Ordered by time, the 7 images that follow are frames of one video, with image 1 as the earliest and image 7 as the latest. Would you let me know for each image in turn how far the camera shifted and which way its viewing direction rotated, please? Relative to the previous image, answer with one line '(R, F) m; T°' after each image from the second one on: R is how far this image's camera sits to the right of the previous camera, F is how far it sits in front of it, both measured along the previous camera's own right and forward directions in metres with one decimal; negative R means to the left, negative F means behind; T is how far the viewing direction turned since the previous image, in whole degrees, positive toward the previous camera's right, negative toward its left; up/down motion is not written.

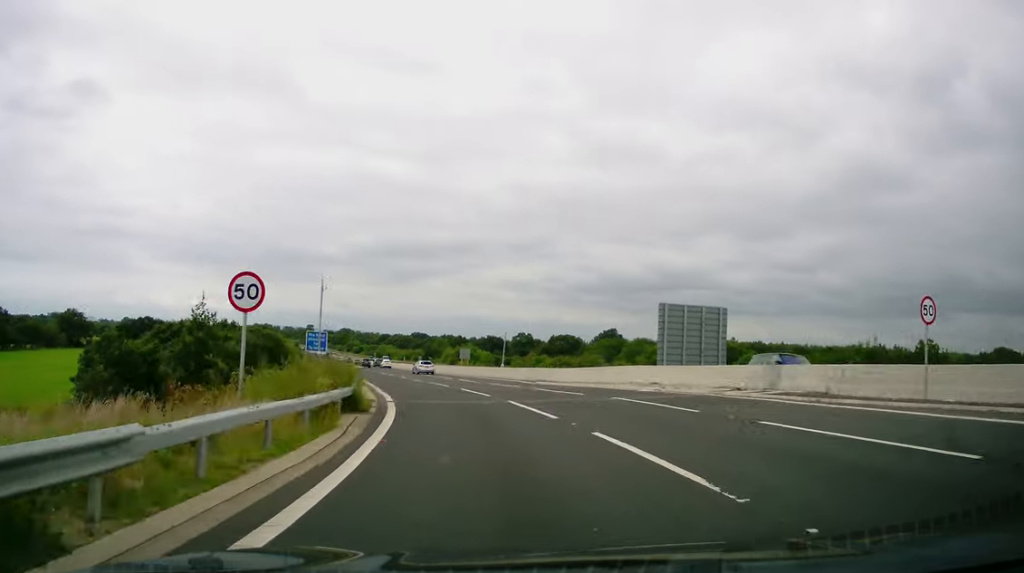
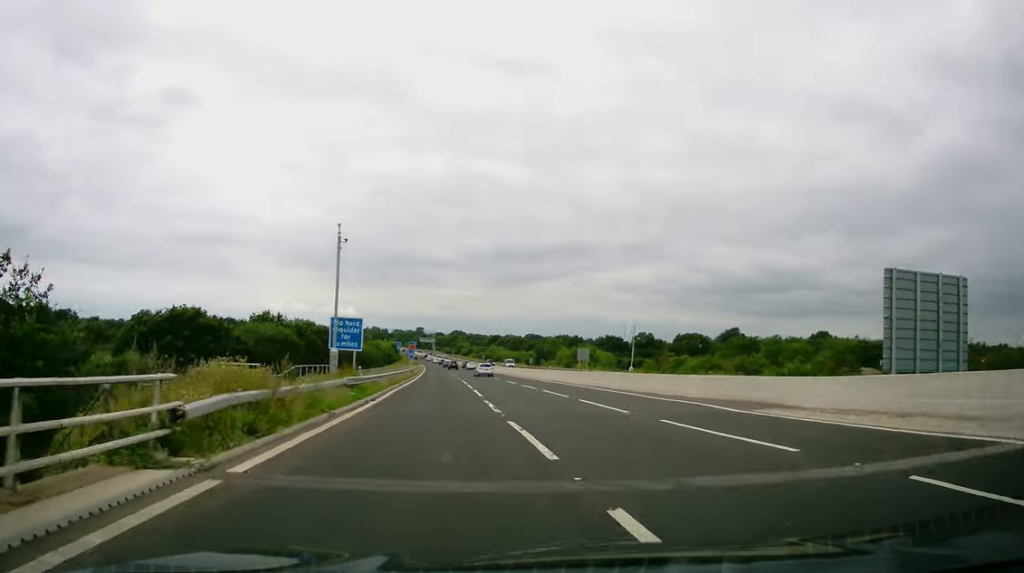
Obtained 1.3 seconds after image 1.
(-1.9, +25.3) m; -8°
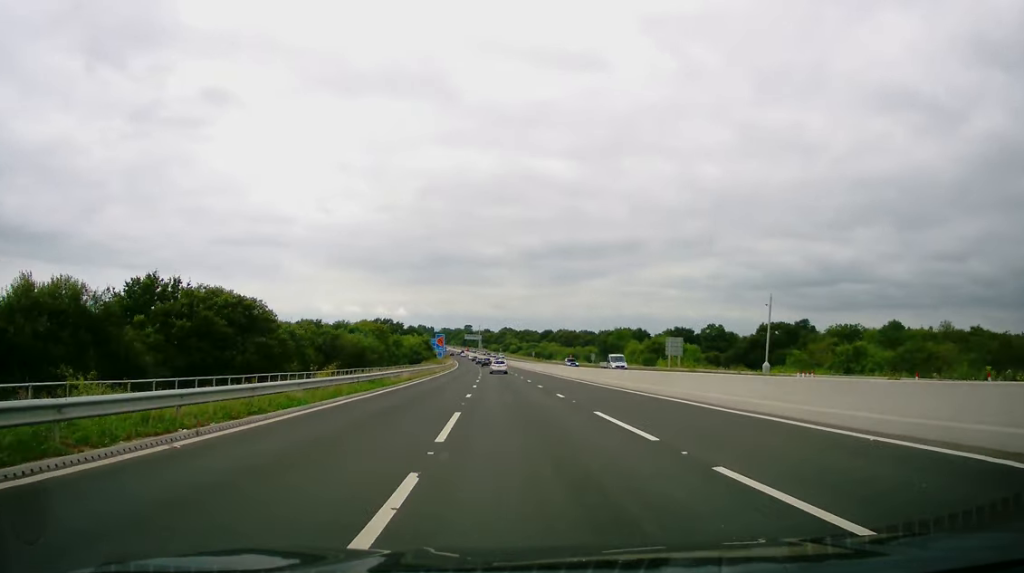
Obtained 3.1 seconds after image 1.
(-3.2, +35.3) m; -8°
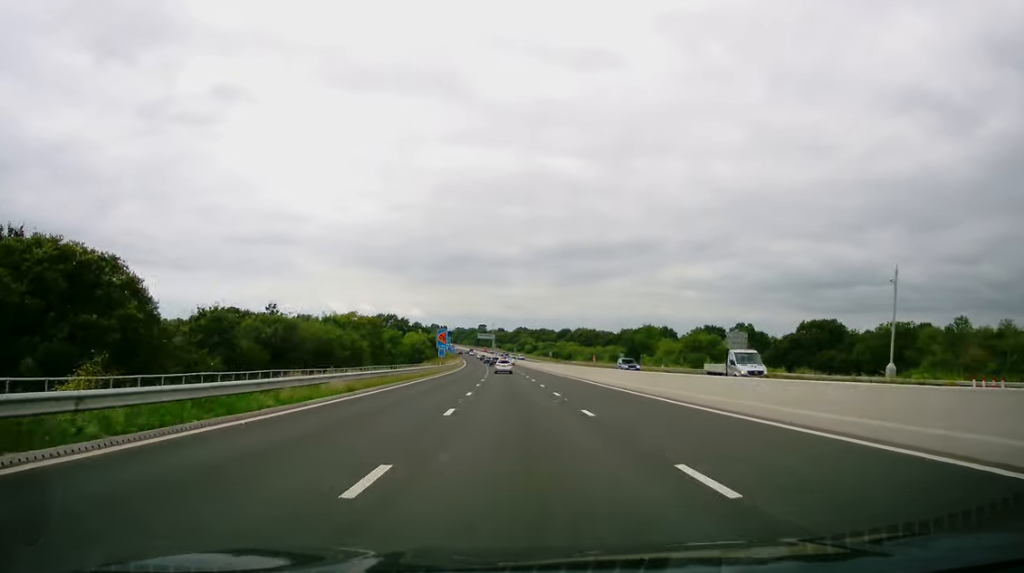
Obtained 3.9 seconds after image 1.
(0.0, +18.9) m; -2°
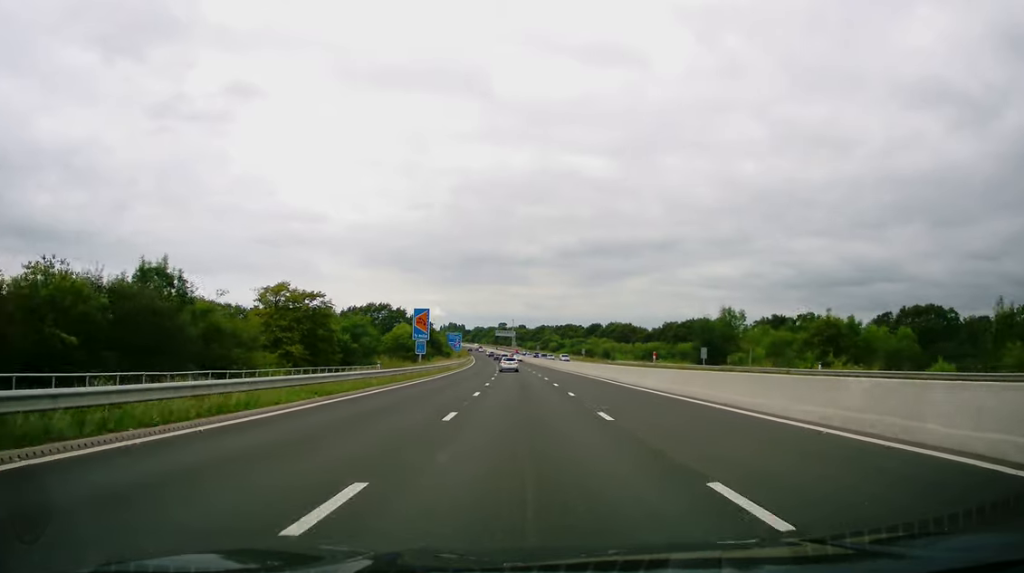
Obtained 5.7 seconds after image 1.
(-1.2, +40.7) m; -2°
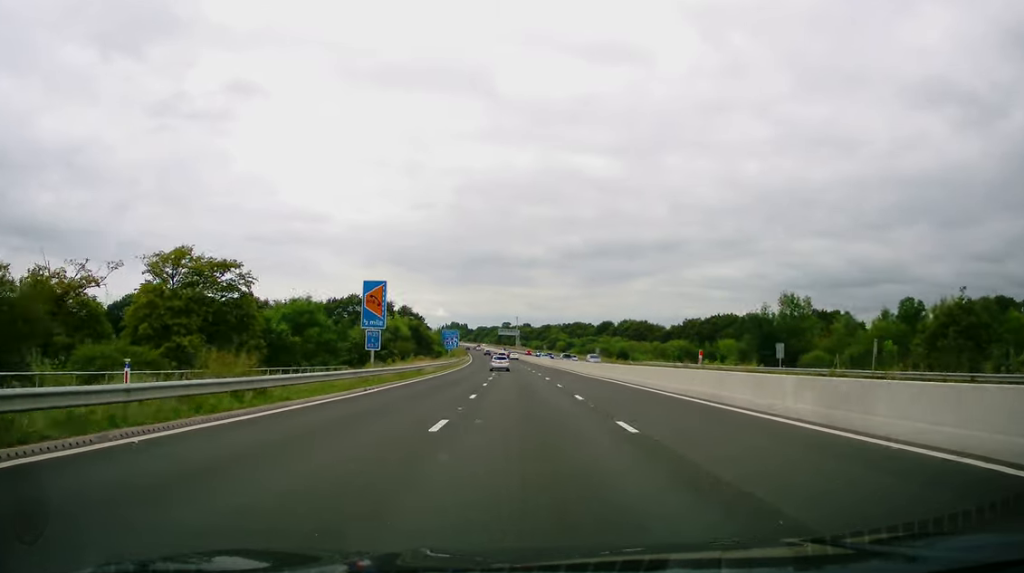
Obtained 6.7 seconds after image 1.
(-0.1, +22.0) m; 0°
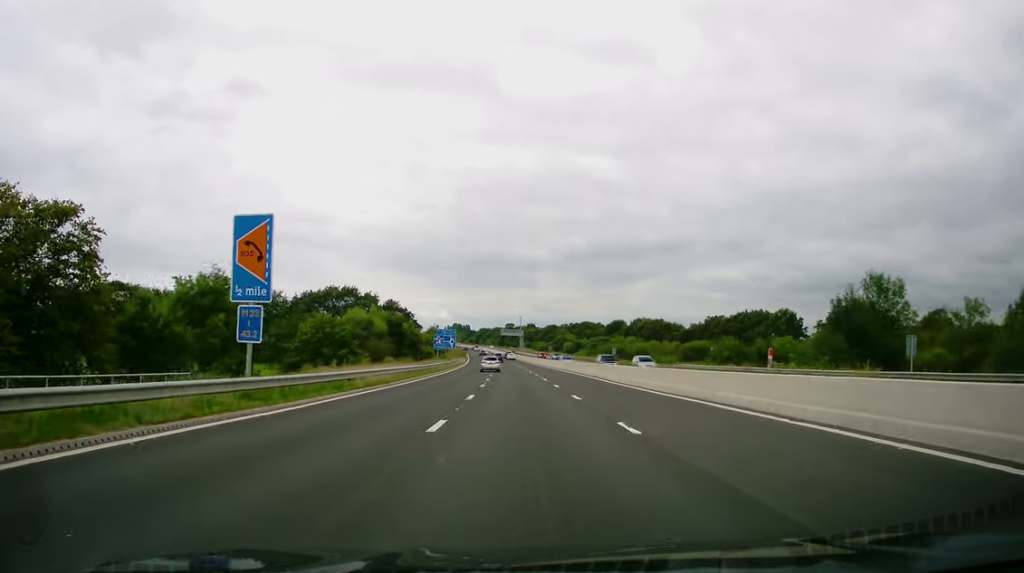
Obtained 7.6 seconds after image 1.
(+0.1, +19.5) m; 0°
